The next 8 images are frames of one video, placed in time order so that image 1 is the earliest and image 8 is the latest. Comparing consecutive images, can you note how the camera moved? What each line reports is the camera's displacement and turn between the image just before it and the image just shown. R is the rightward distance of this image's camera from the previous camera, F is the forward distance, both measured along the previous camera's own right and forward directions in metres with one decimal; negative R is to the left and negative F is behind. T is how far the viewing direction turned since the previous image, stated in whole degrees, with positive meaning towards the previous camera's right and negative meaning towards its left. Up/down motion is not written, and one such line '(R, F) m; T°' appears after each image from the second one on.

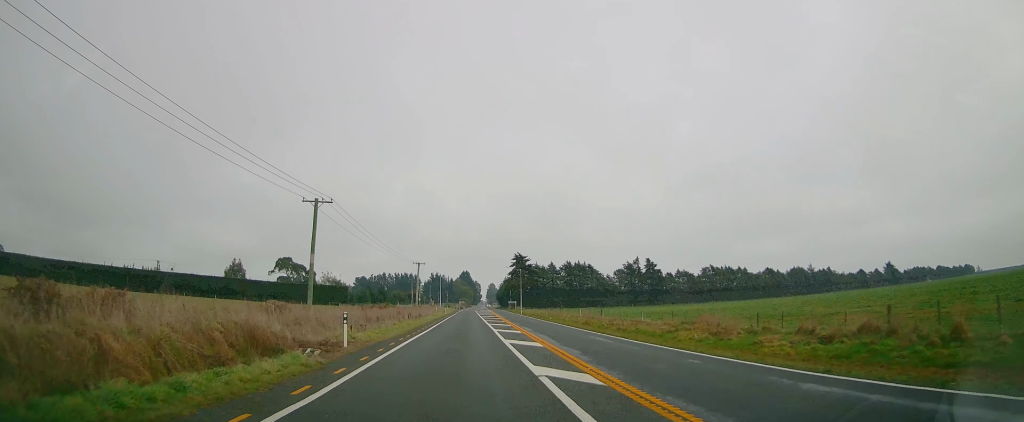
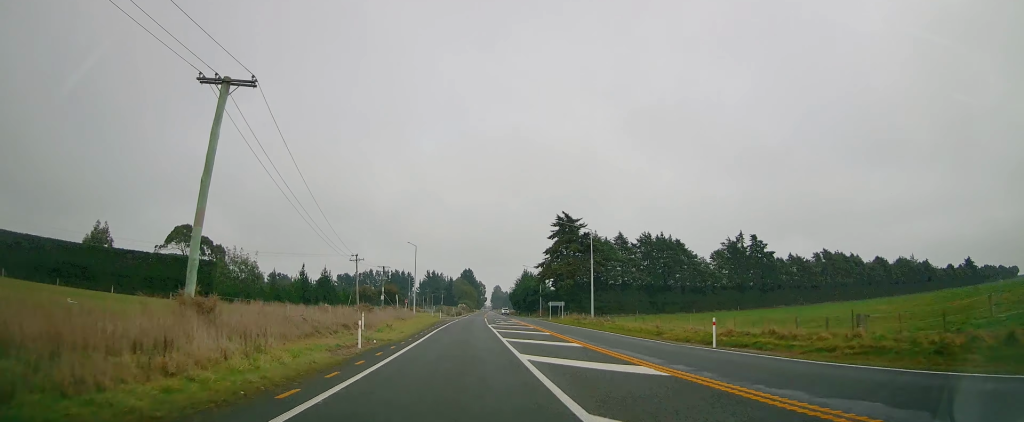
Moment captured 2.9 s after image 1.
(-0.6, +78.9) m; -1°
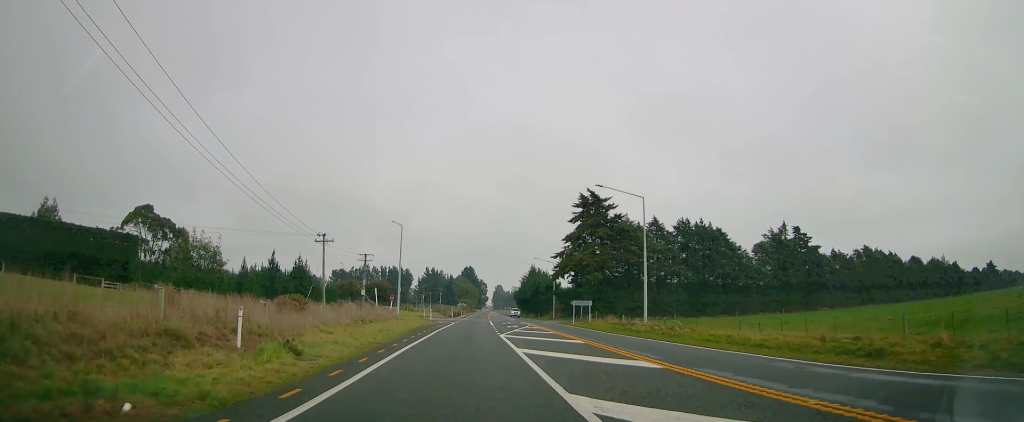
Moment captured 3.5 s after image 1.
(0.0, +18.1) m; 0°
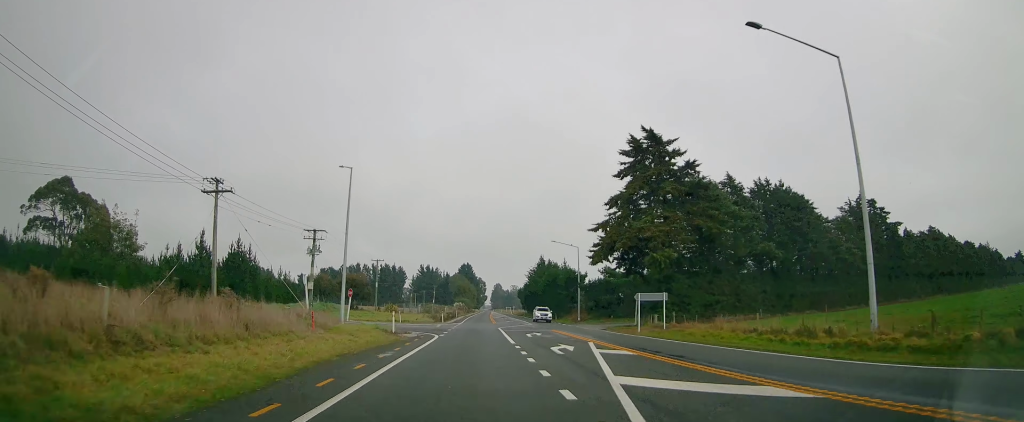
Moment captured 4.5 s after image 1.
(+0.2, +25.2) m; 0°
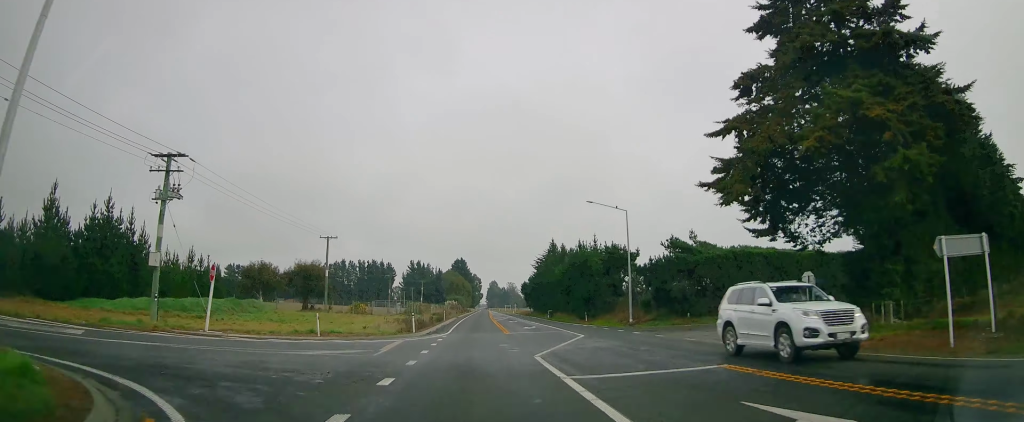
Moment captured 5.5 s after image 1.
(+0.1, +26.9) m; 0°
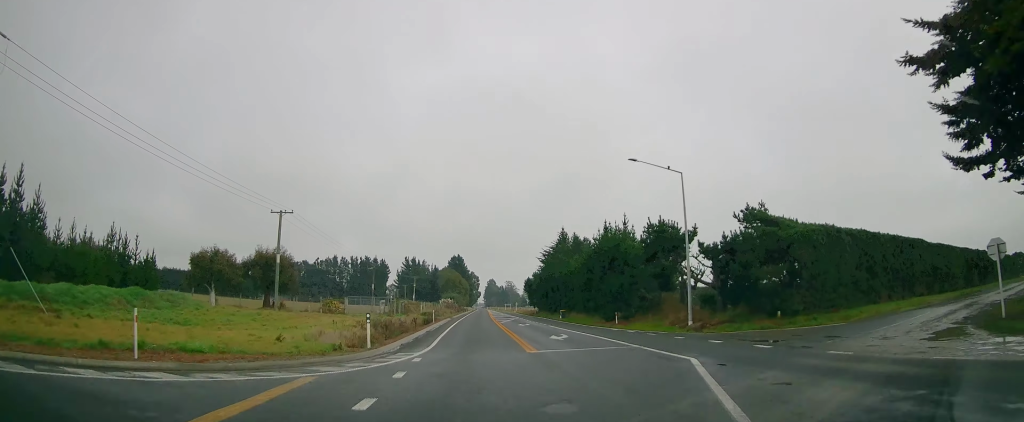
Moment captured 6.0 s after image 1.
(-0.2, +14.3) m; 0°
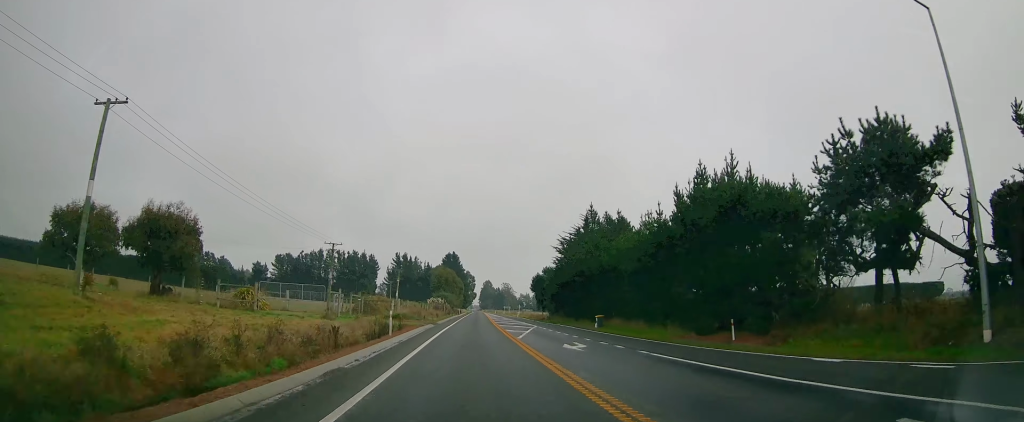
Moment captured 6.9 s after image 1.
(+0.4, +23.2) m; +1°
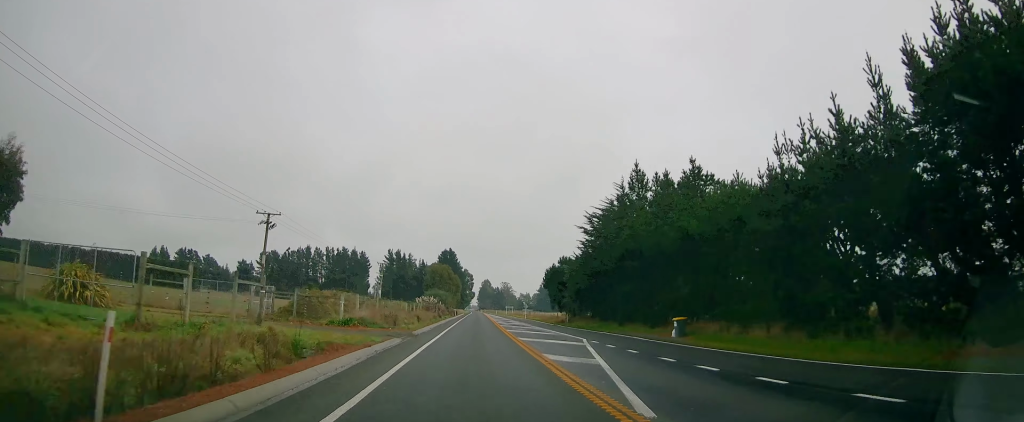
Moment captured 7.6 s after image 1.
(0.0, +19.6) m; 0°
